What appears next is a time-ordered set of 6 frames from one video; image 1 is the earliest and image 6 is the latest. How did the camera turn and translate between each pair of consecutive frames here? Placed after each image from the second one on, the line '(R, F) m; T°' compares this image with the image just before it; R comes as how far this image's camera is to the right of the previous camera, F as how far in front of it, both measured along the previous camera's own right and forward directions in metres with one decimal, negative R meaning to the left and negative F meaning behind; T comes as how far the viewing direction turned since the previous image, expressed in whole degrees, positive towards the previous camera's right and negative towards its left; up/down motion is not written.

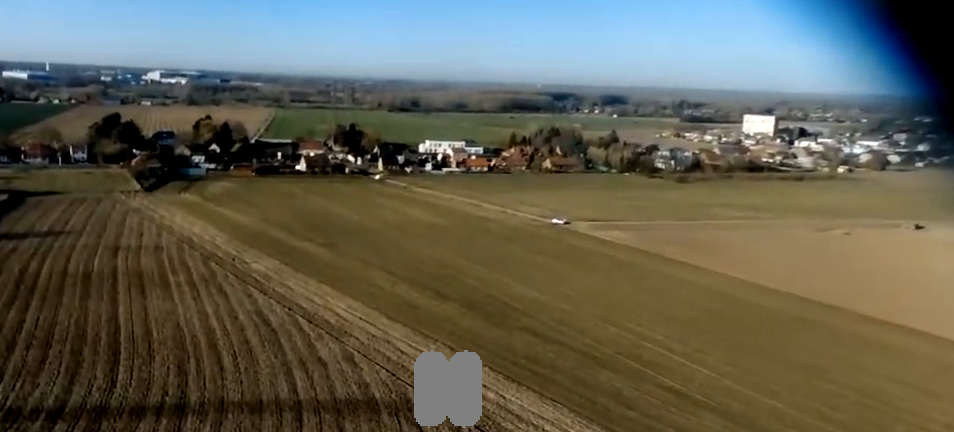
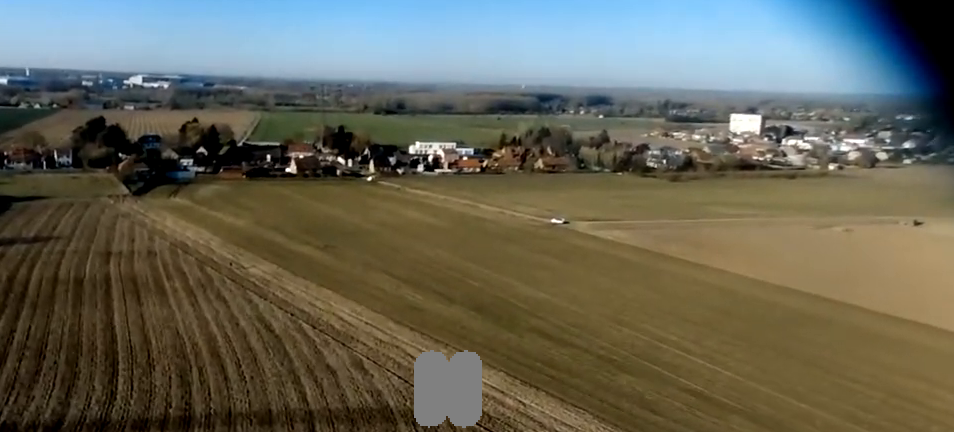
(+0.1, +6.9) m; +2°
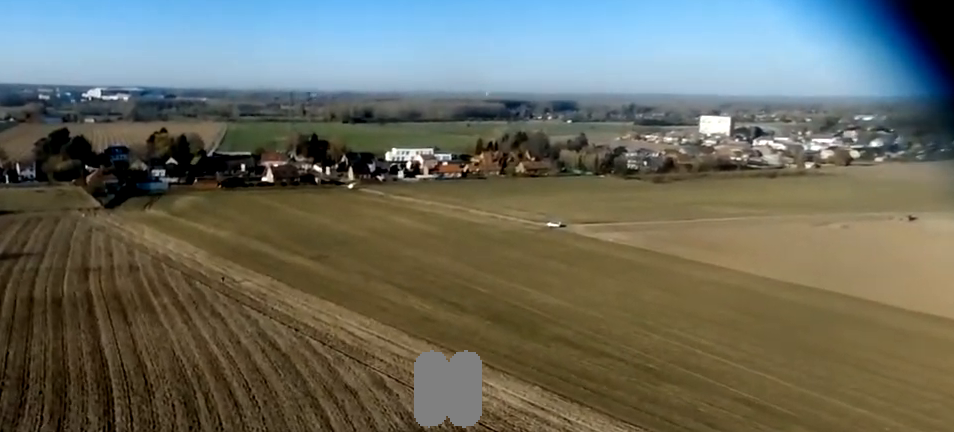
(+0.3, +12.9) m; +4°
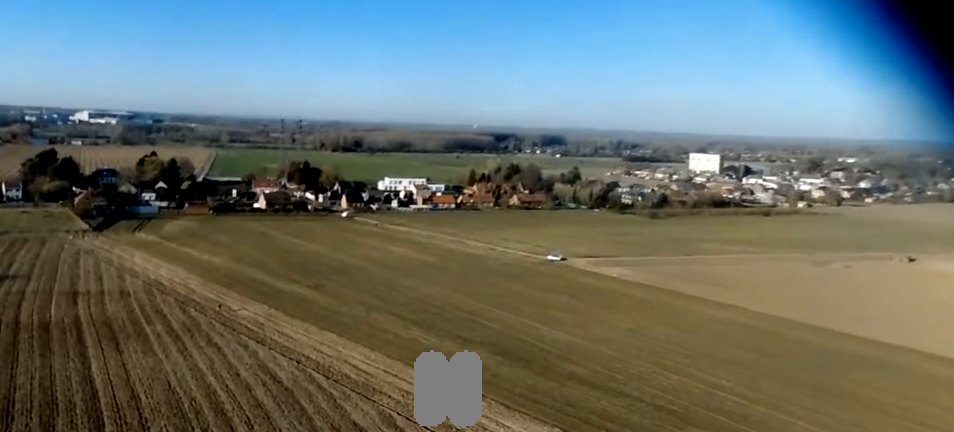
(+0.3, +6.1) m; +2°
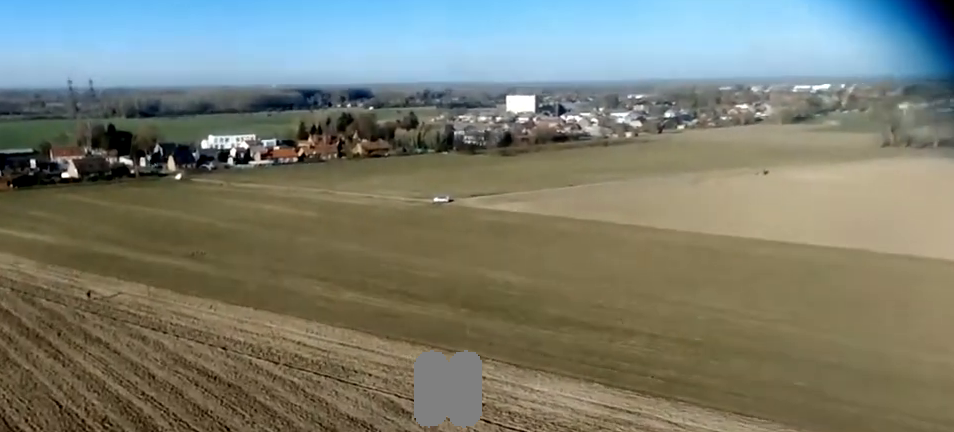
(+2.9, +29.2) m; +15°
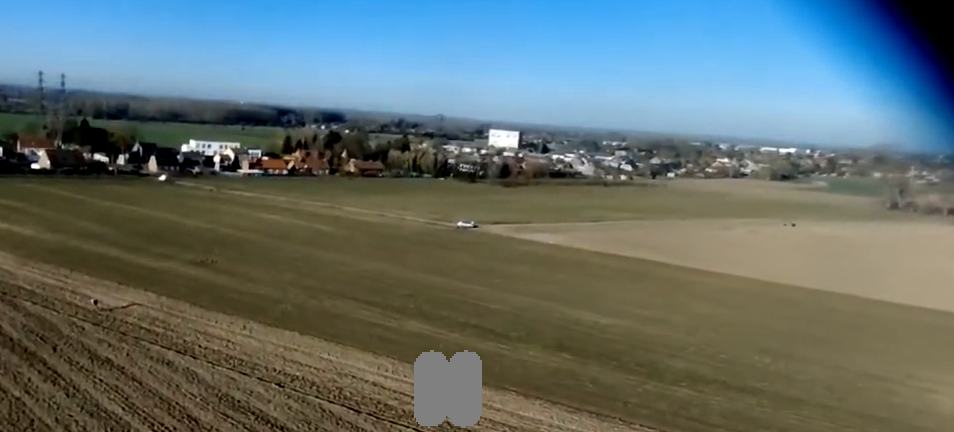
(+1.9, +24.9) m; +3°
